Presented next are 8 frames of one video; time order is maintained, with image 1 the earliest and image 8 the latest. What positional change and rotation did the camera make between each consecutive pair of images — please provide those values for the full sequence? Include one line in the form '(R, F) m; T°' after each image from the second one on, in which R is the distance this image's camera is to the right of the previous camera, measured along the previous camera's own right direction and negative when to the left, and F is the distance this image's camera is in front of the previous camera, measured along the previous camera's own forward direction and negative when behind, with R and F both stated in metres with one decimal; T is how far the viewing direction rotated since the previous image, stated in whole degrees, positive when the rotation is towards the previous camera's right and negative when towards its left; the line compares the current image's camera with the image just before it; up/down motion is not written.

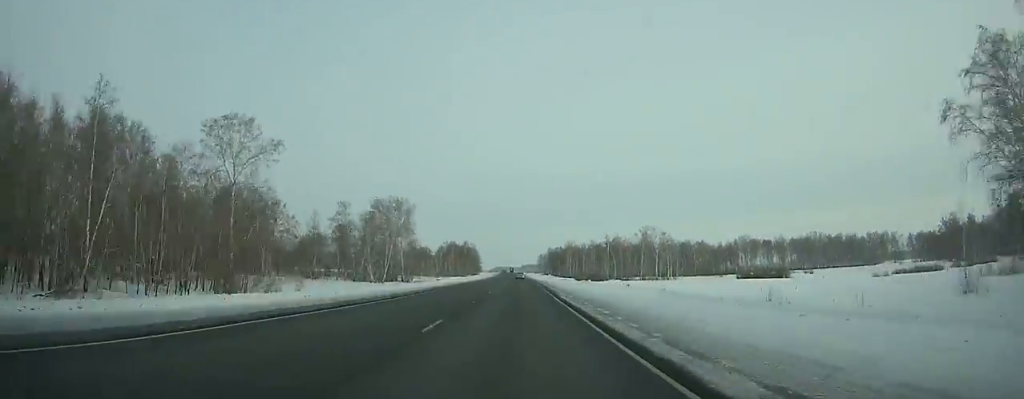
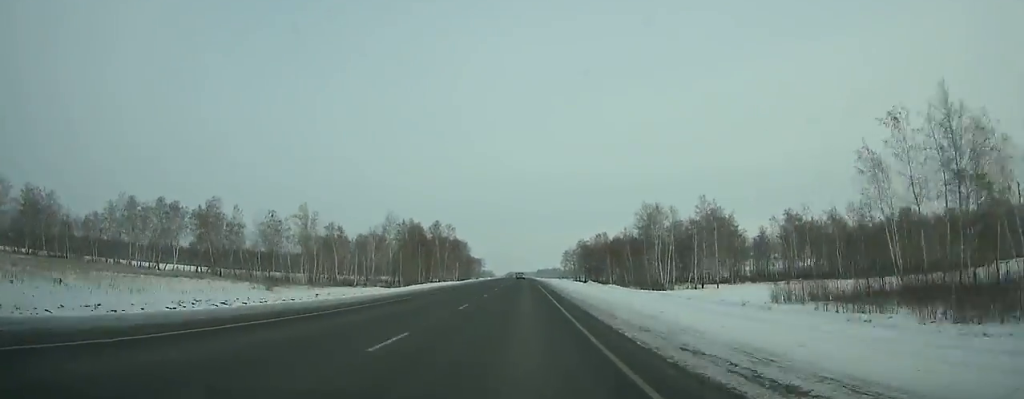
(-0.9, +159.8) m; -1°
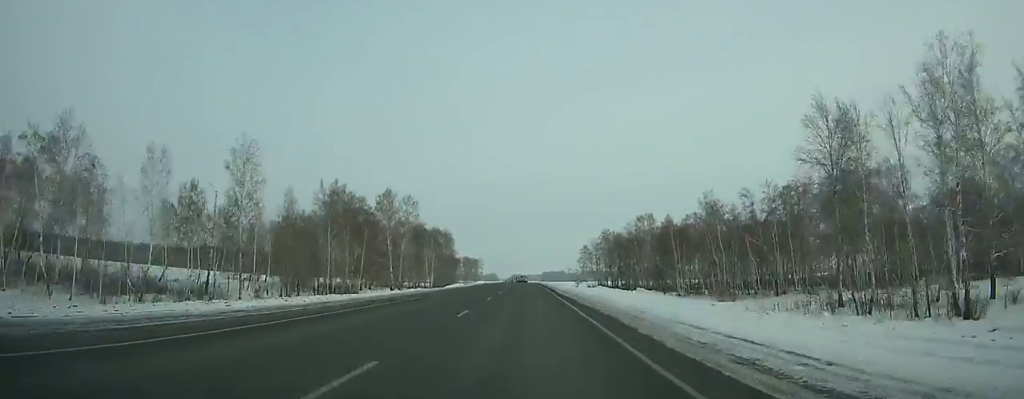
(-0.4, +76.3) m; 0°
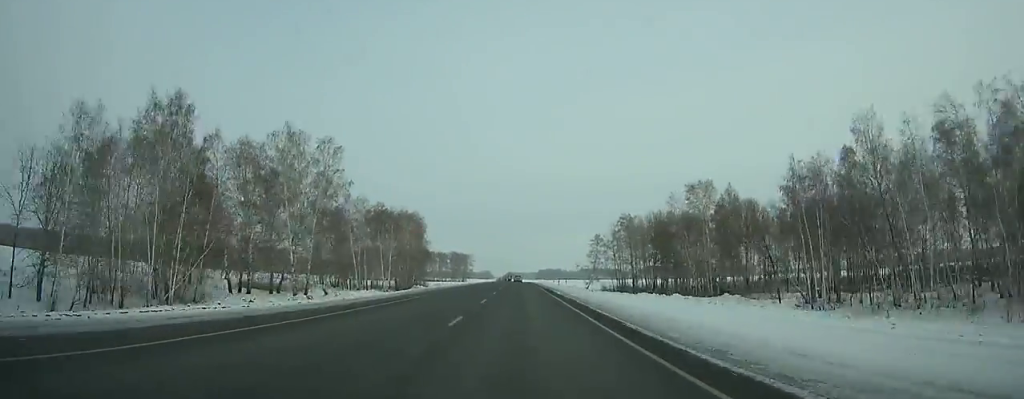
(+0.1, +50.2) m; 0°
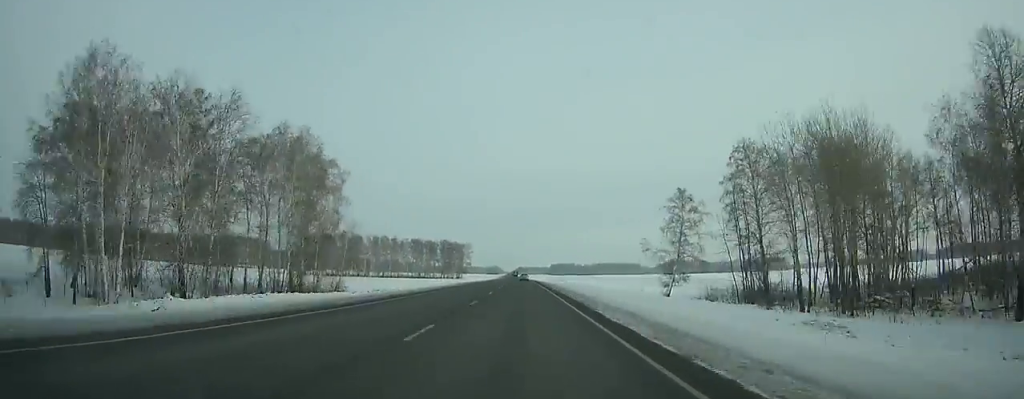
(-0.4, +89.2) m; -1°
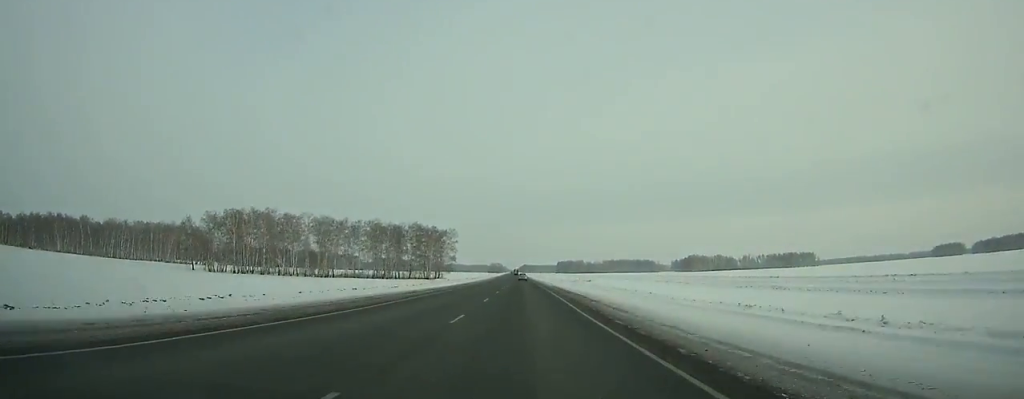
(-0.6, +93.0) m; -1°
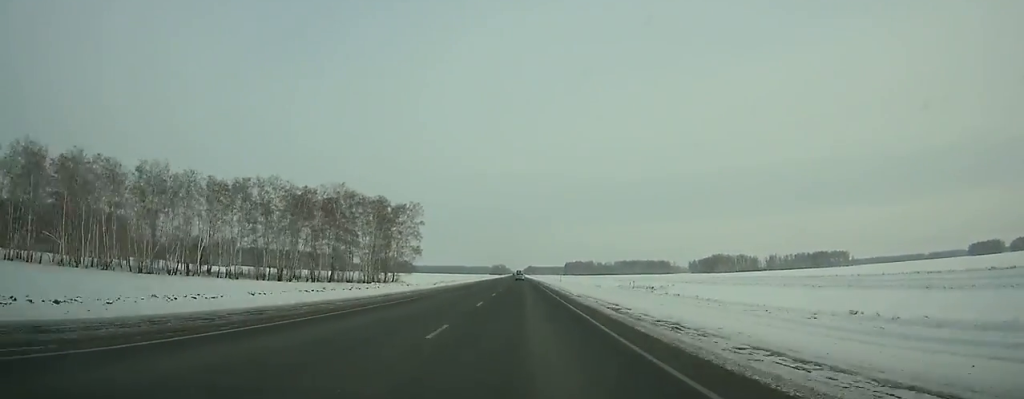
(-0.5, +87.7) m; -1°
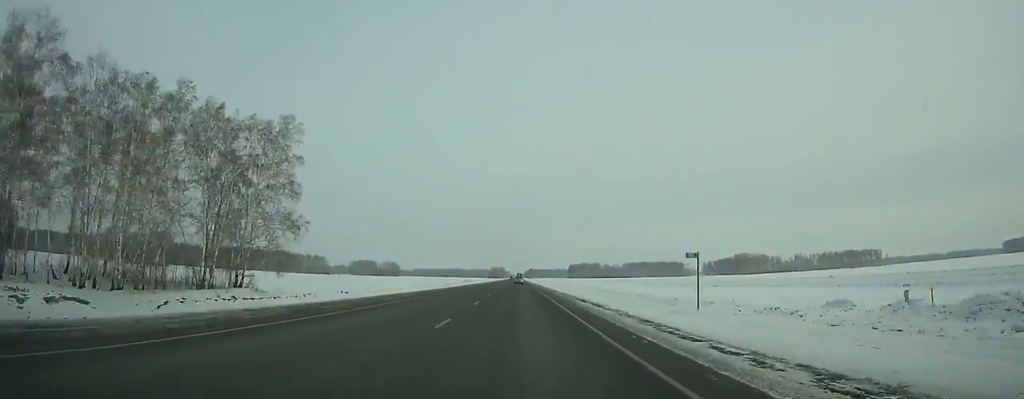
(-0.3, +82.3) m; 0°
